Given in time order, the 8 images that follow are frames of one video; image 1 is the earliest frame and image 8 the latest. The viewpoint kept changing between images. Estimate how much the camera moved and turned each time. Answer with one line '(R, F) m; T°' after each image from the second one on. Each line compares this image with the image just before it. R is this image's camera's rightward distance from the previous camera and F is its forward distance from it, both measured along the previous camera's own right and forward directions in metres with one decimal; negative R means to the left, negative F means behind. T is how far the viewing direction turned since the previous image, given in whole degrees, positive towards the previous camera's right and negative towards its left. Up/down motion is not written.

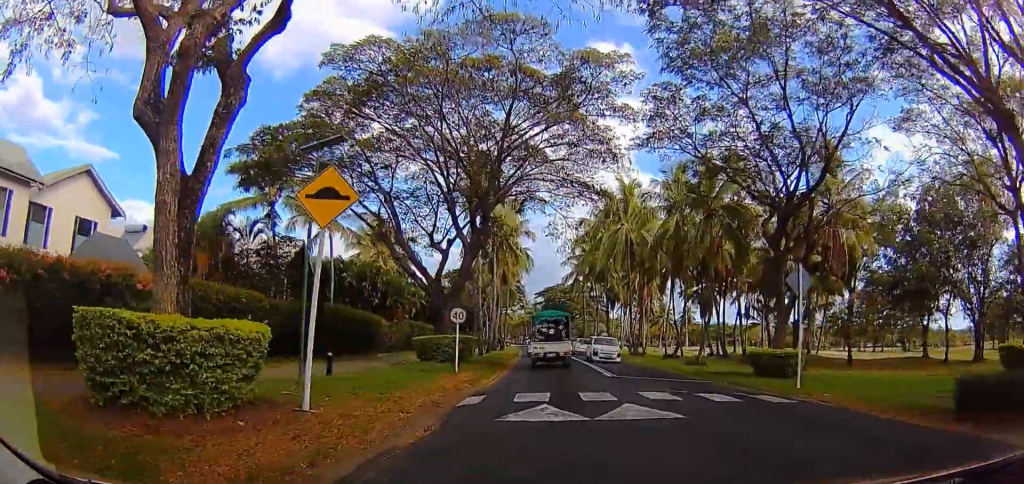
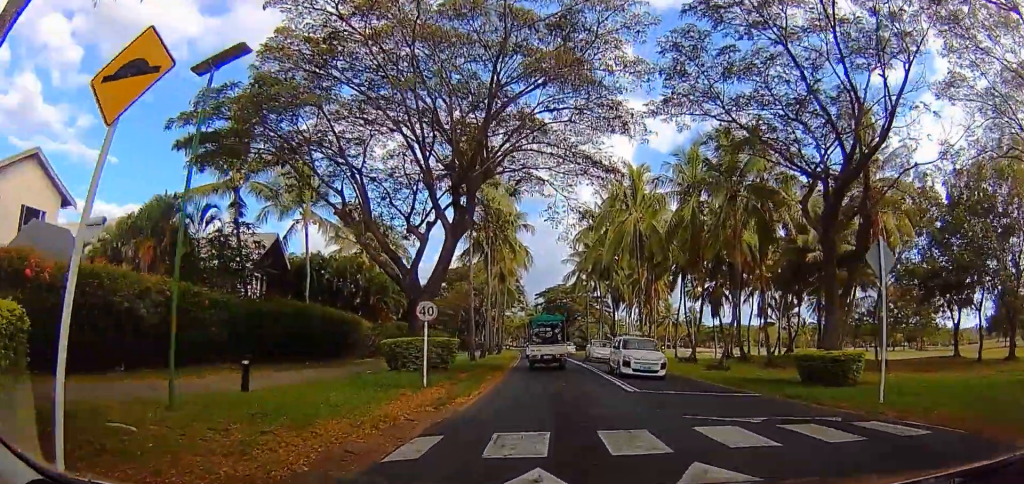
(+0.1, +10.2) m; -3°
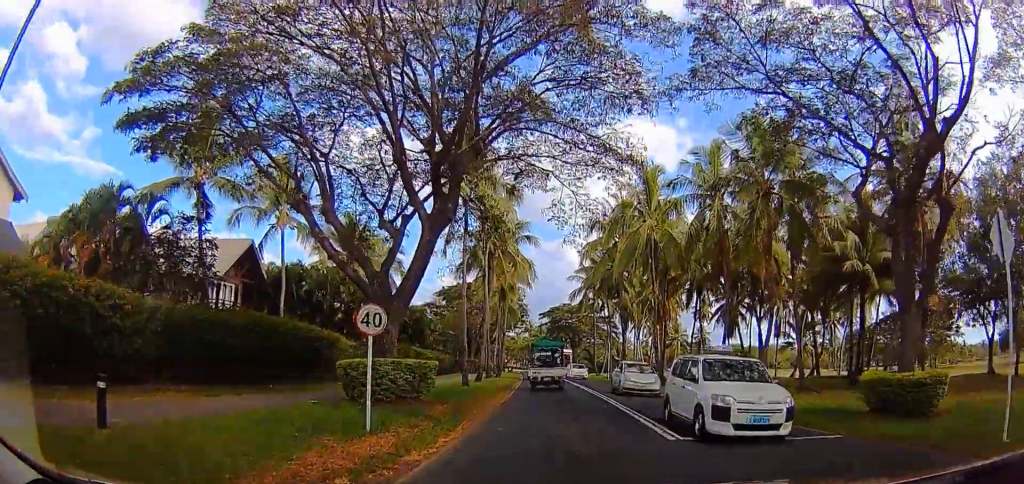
(-0.5, +9.5) m; -11°
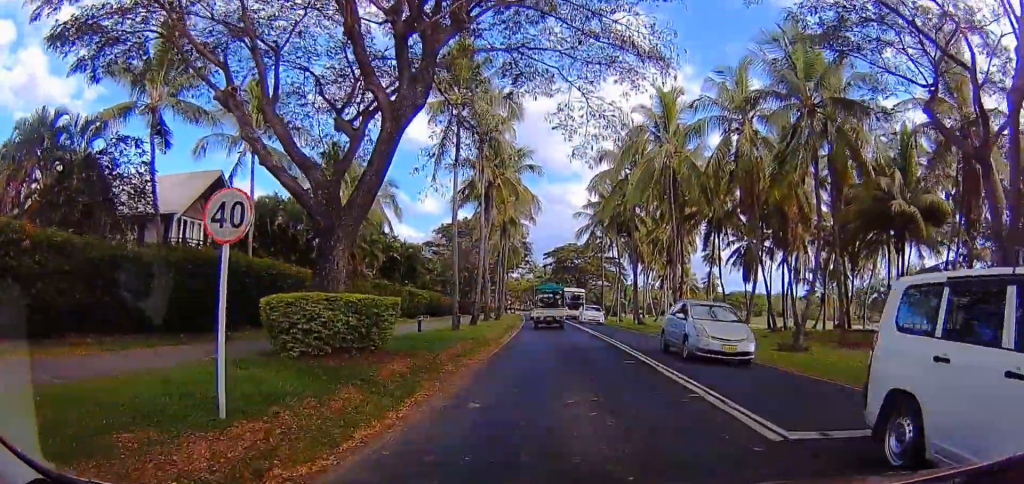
(-0.7, +7.6) m; -13°
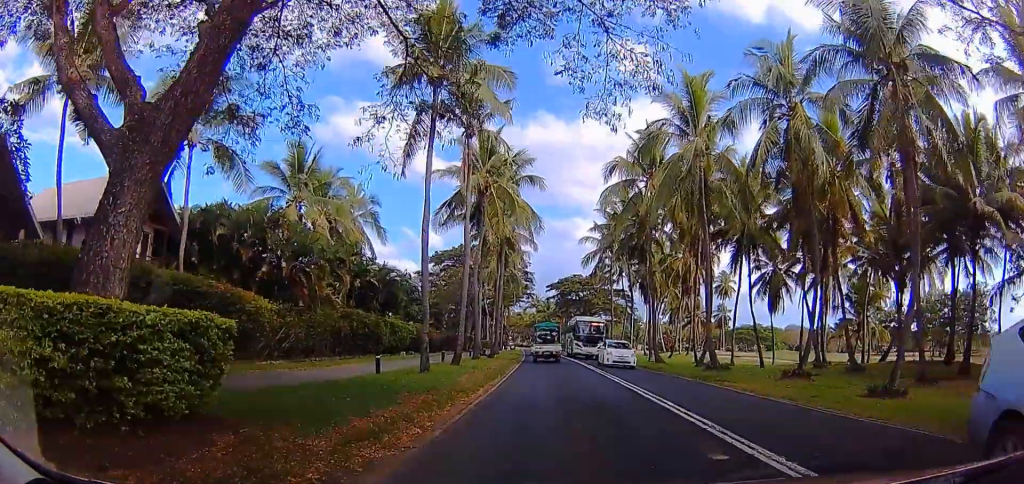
(-1.5, +8.2) m; -6°
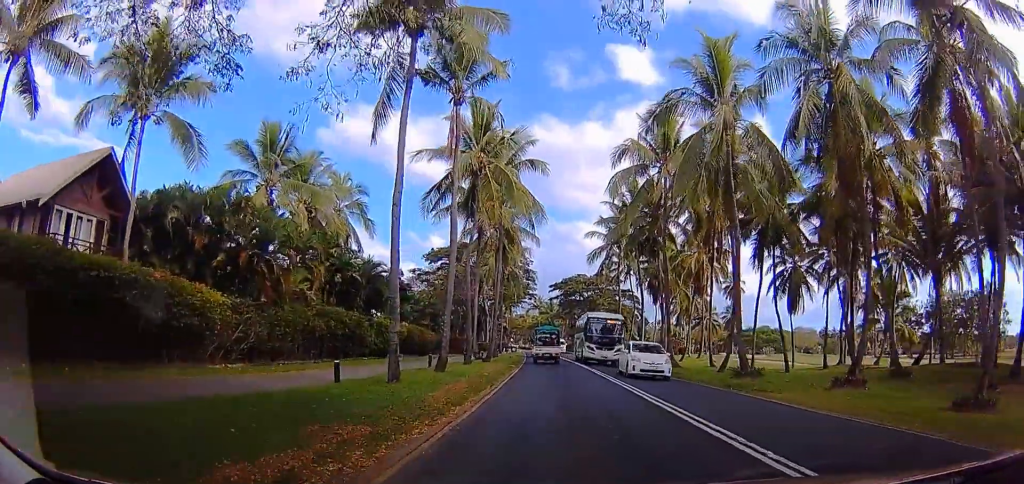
(+0.3, +3.8) m; +3°
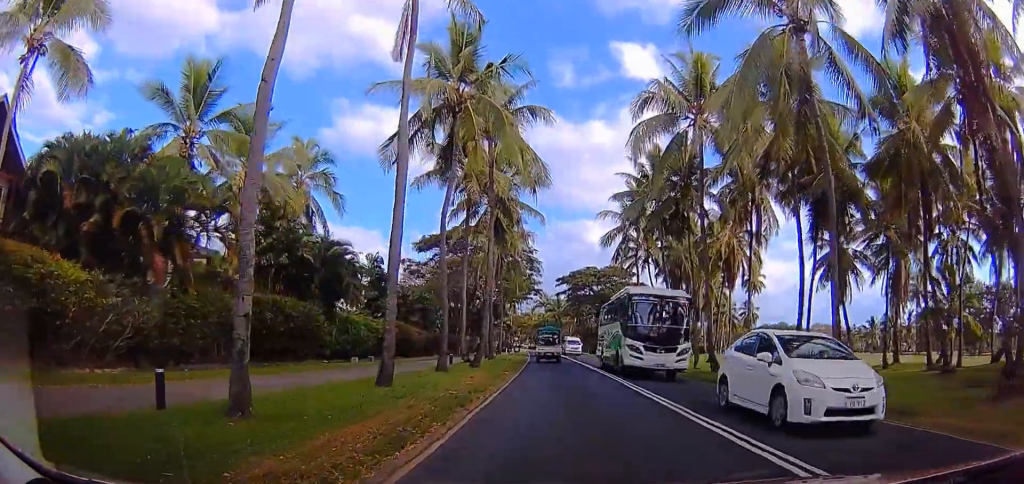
(+0.1, +6.4) m; +5°
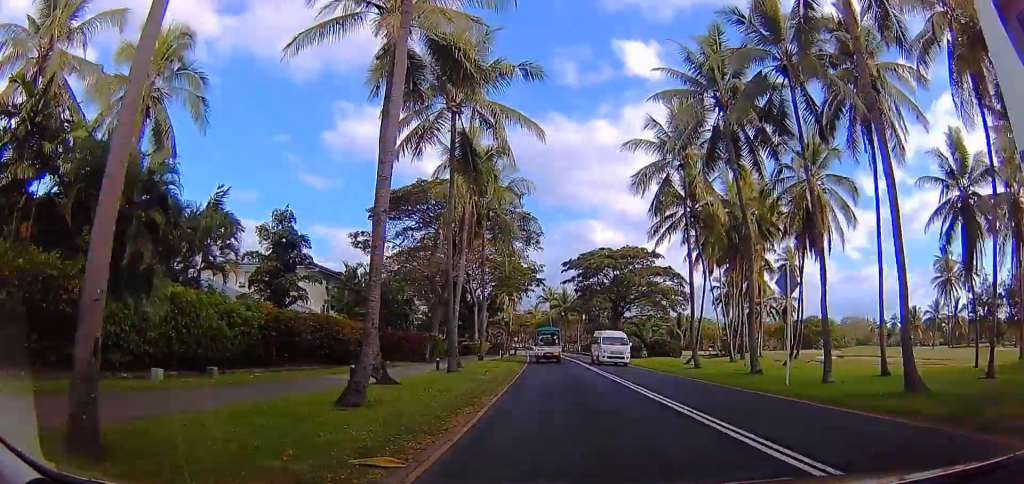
(+1.8, +12.3) m; +16°
